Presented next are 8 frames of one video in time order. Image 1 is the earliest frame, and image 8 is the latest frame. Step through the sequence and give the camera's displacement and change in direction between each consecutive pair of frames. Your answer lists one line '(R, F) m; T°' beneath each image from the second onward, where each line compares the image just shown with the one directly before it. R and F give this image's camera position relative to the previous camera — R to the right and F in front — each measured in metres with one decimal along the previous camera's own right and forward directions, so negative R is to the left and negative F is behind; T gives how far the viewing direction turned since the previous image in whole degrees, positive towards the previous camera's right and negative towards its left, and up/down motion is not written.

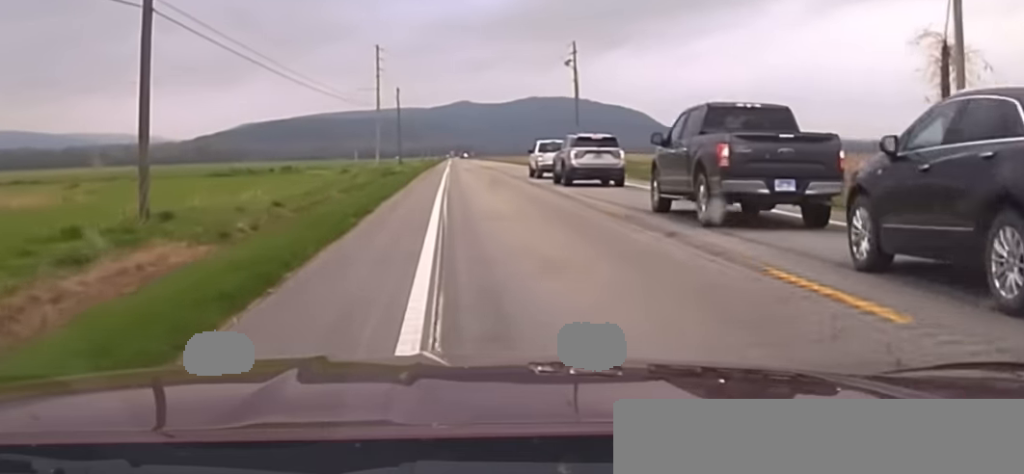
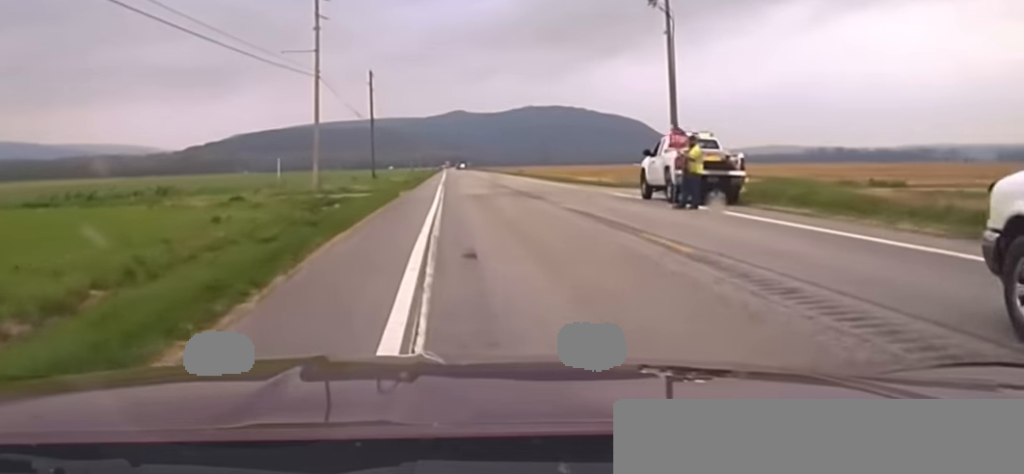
(-0.2, +41.7) m; -1°
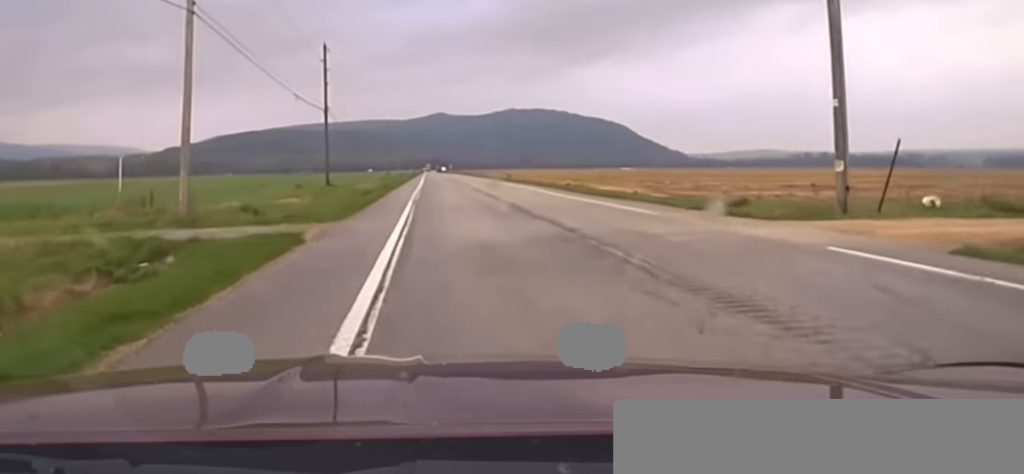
(+0.1, +21.0) m; +1°
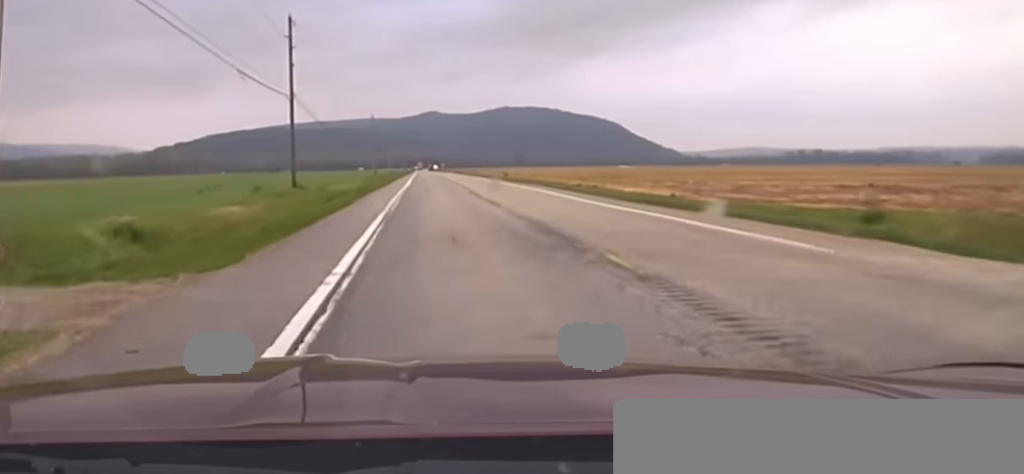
(+0.1, +11.5) m; +1°
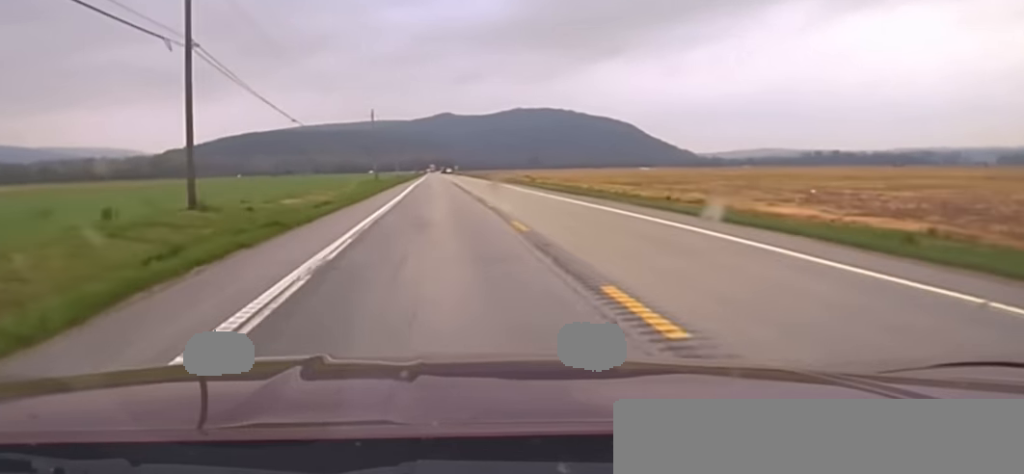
(+0.1, +27.0) m; 0°
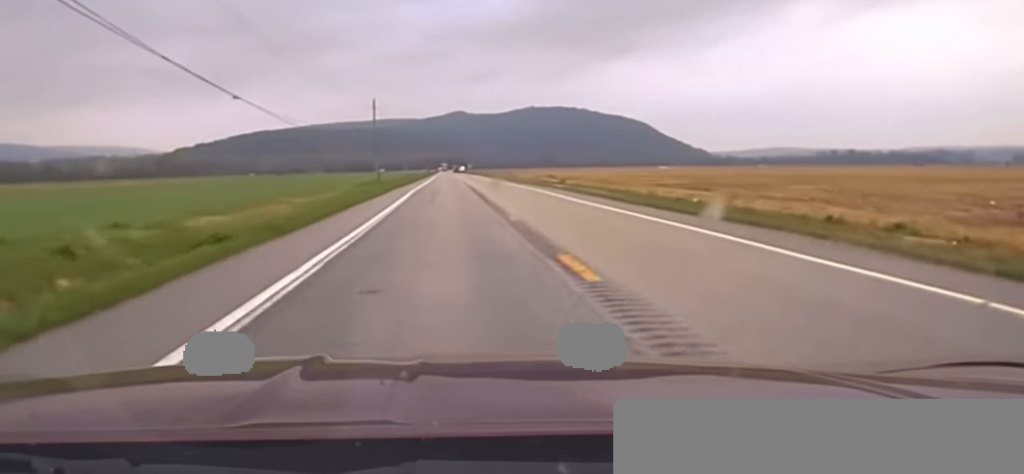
(0.0, +25.3) m; -1°
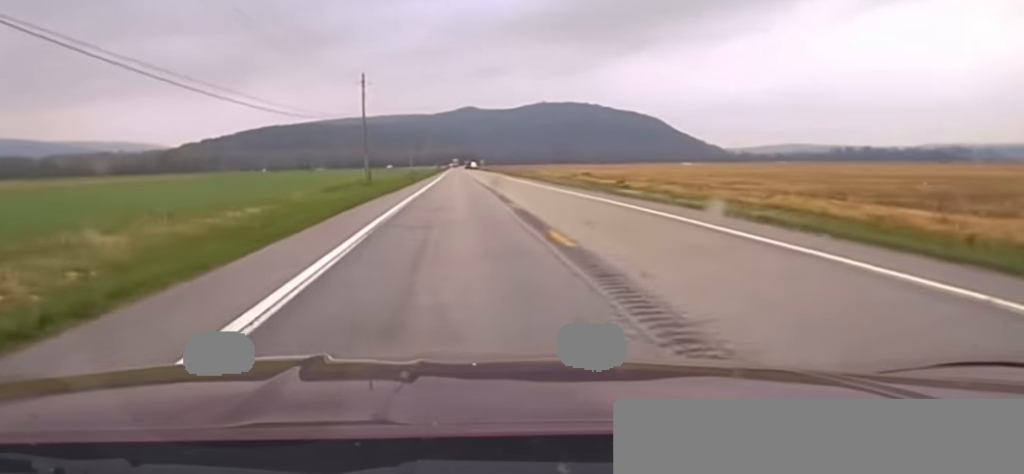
(-0.3, +34.1) m; -1°
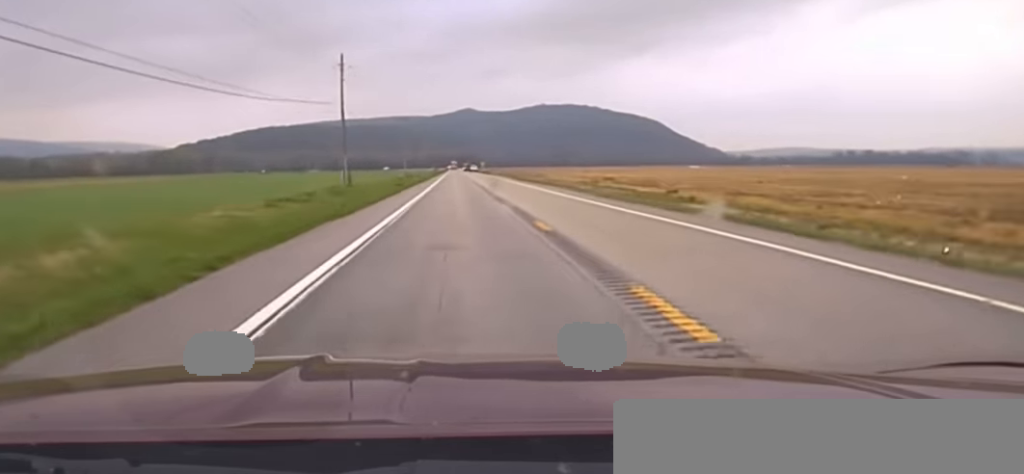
(-0.1, +20.9) m; 0°
